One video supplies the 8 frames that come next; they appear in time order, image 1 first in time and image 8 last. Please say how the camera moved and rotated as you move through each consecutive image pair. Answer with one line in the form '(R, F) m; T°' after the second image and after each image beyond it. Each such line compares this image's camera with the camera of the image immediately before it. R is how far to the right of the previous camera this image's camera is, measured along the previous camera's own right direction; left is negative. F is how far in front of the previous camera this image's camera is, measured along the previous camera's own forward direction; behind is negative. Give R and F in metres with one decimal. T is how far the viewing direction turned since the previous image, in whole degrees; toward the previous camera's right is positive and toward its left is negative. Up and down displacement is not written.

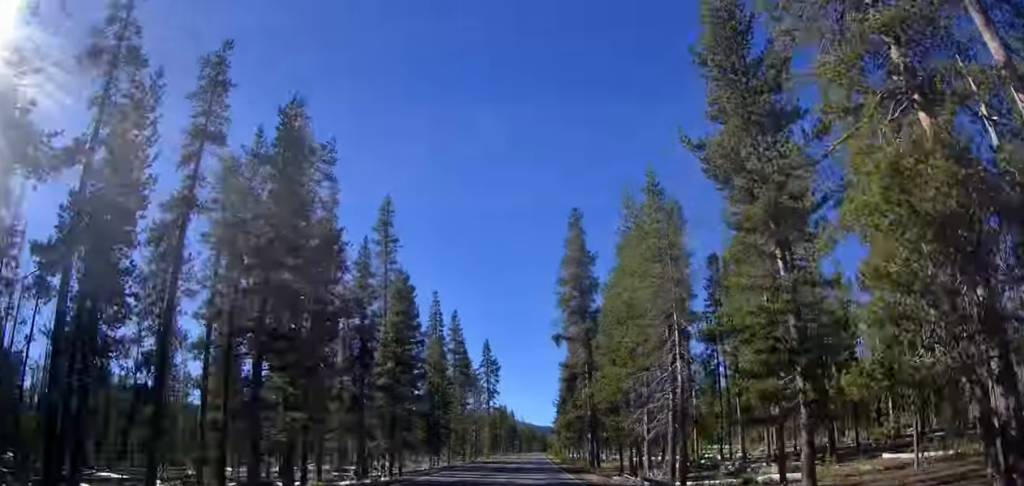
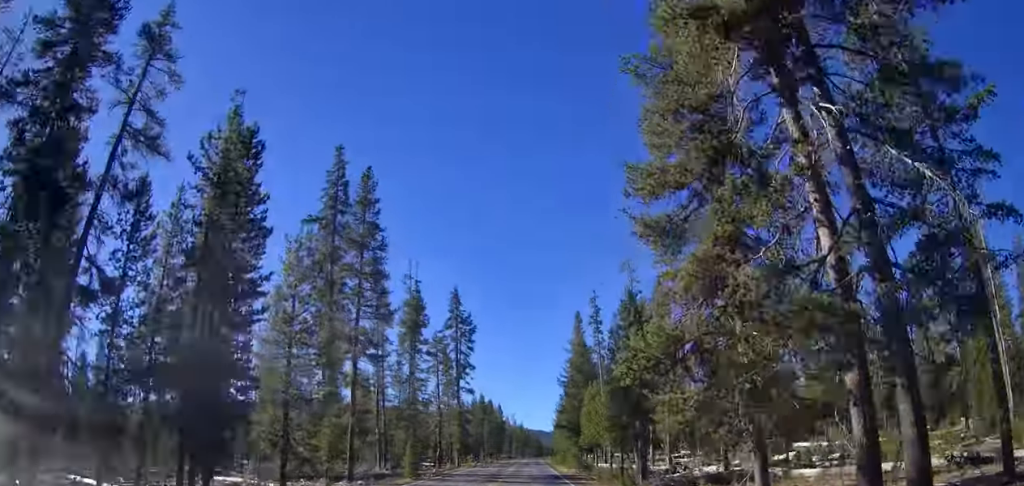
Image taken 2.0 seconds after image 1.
(+0.7, +43.5) m; +1°
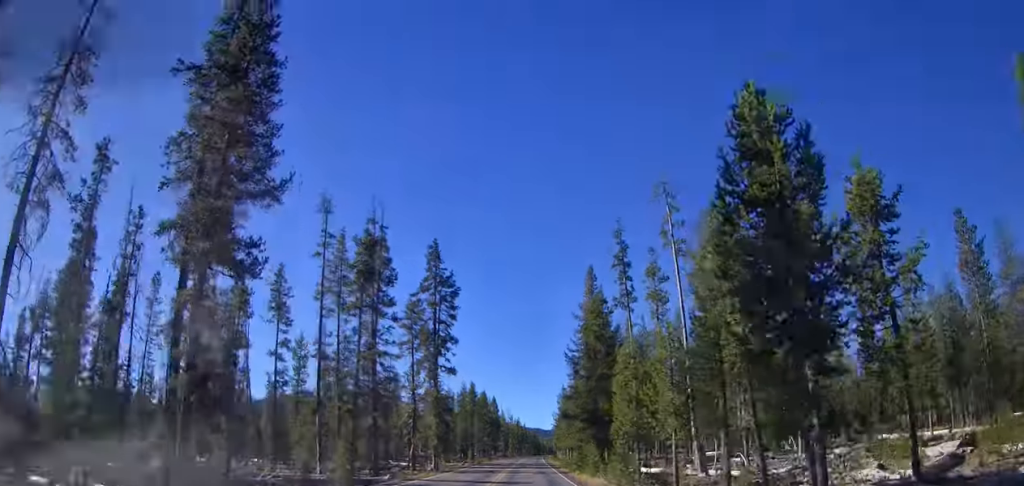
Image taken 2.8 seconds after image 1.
(0.0, +20.0) m; 0°
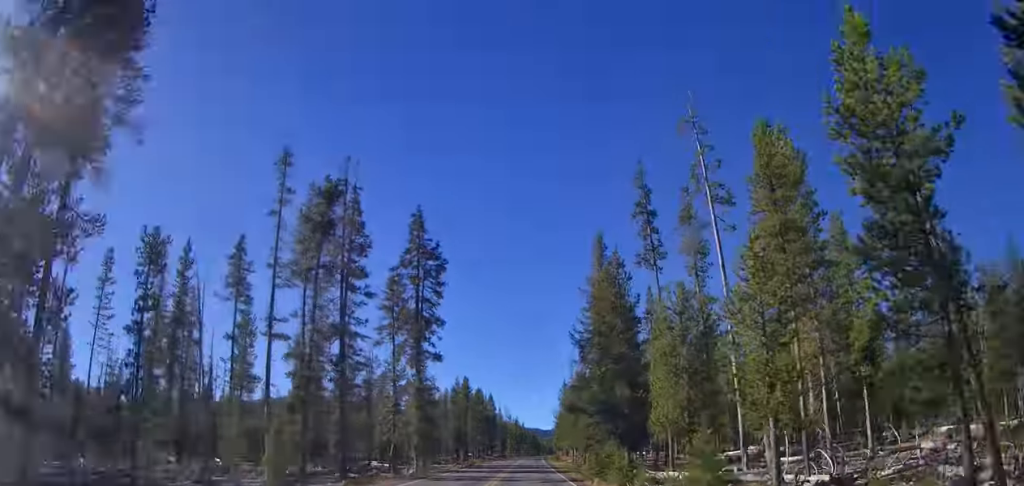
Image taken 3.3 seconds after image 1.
(-0.1, +10.1) m; +1°
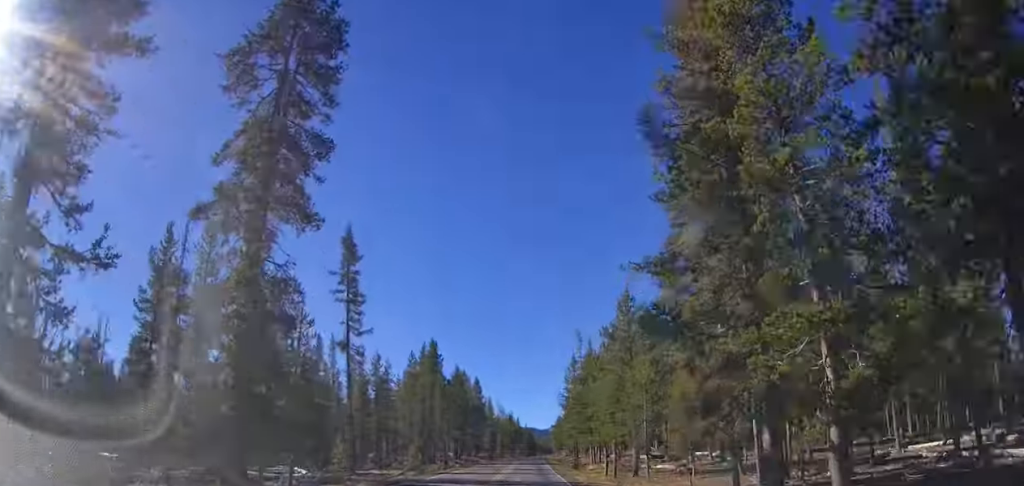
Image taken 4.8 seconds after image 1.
(+0.3, +33.5) m; -1°
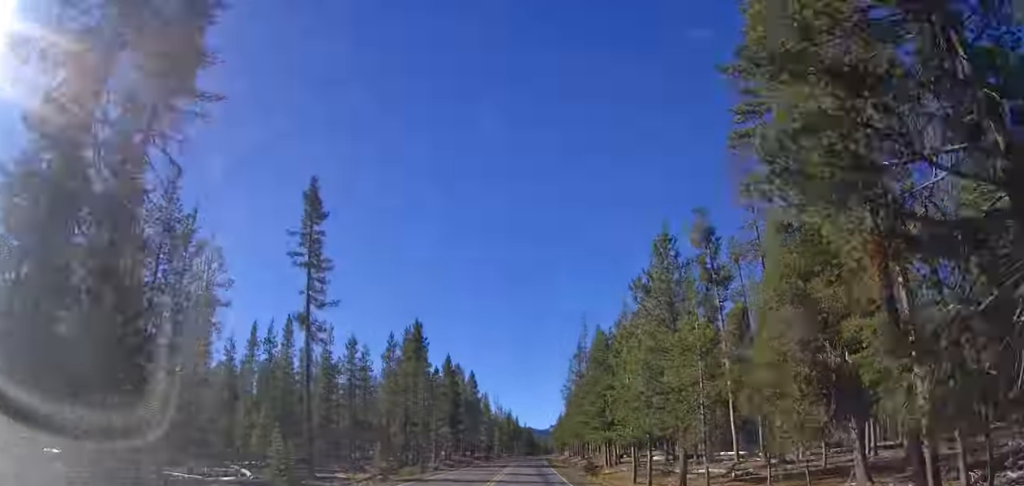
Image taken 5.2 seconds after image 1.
(-0.4, +10.2) m; 0°
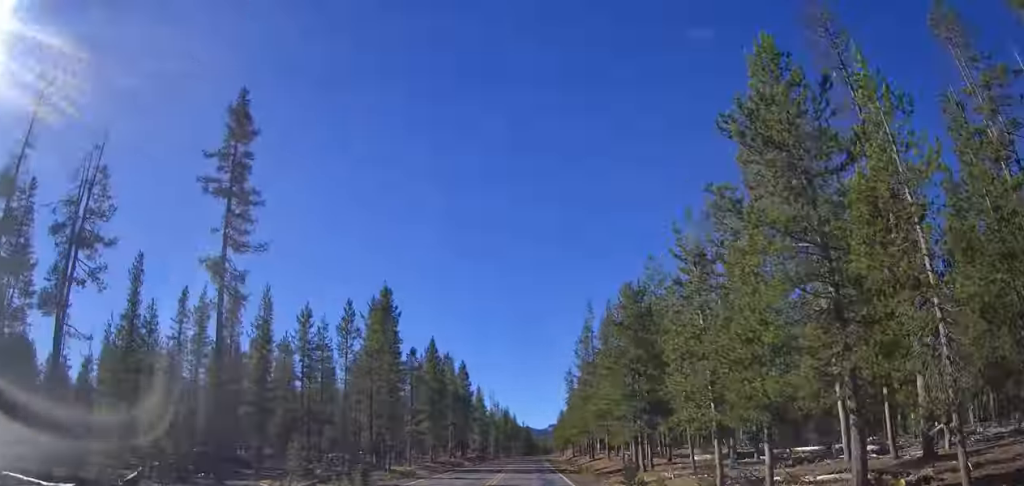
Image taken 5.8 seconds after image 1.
(0.0, +12.9) m; +1°
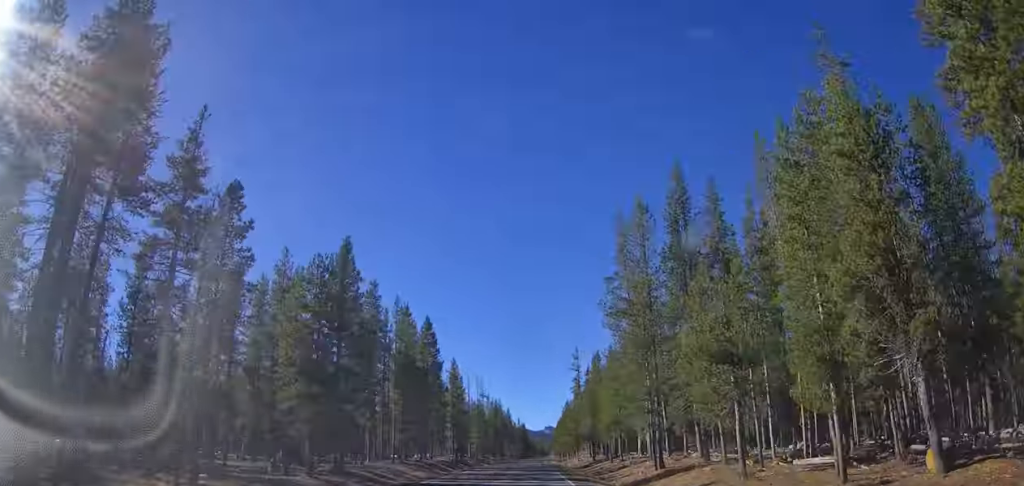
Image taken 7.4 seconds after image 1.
(+1.0, +33.8) m; +1°
